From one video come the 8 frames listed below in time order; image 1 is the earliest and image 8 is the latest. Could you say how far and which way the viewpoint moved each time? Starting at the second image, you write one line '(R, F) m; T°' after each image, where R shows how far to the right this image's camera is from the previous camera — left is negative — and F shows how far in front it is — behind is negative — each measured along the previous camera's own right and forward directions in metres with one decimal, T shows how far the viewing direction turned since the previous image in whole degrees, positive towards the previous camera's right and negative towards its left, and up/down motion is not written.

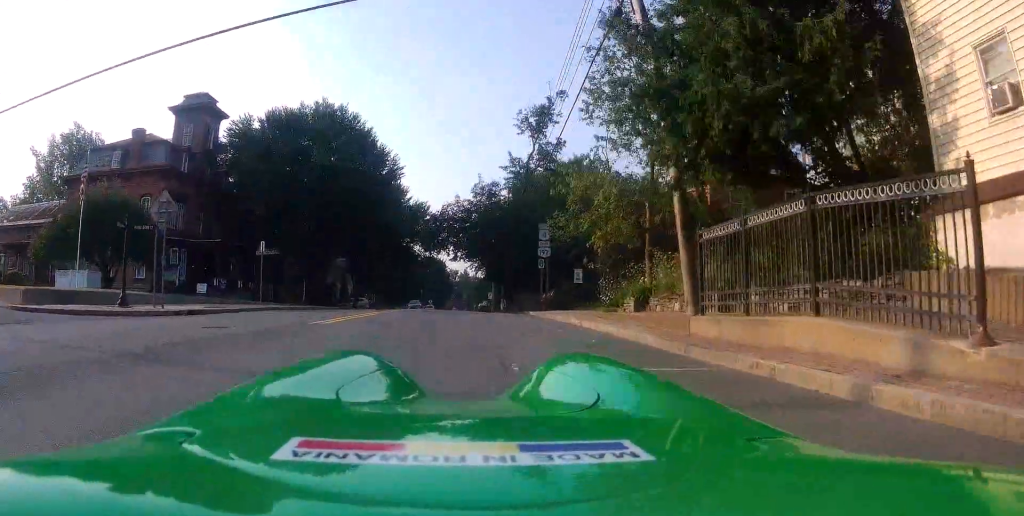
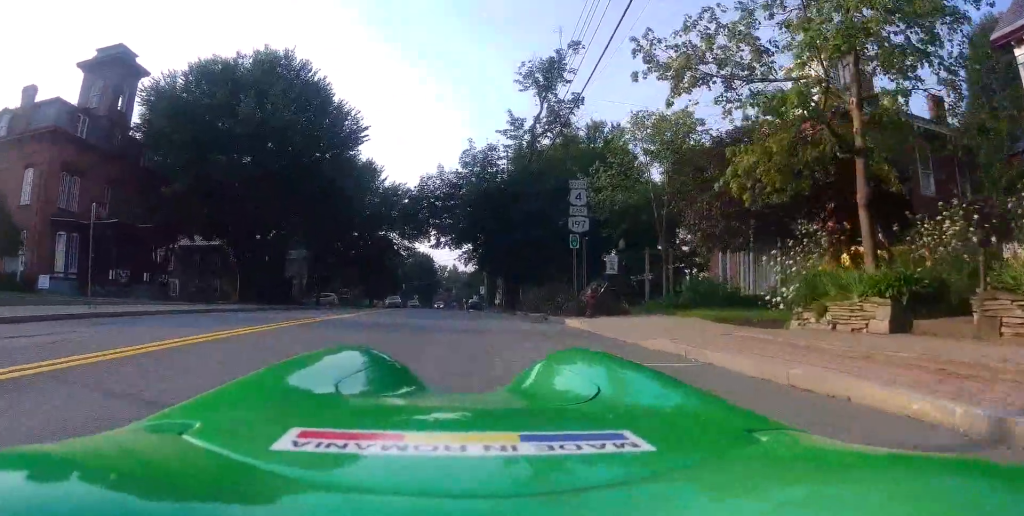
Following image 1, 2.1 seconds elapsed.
(+0.3, +13.4) m; 0°
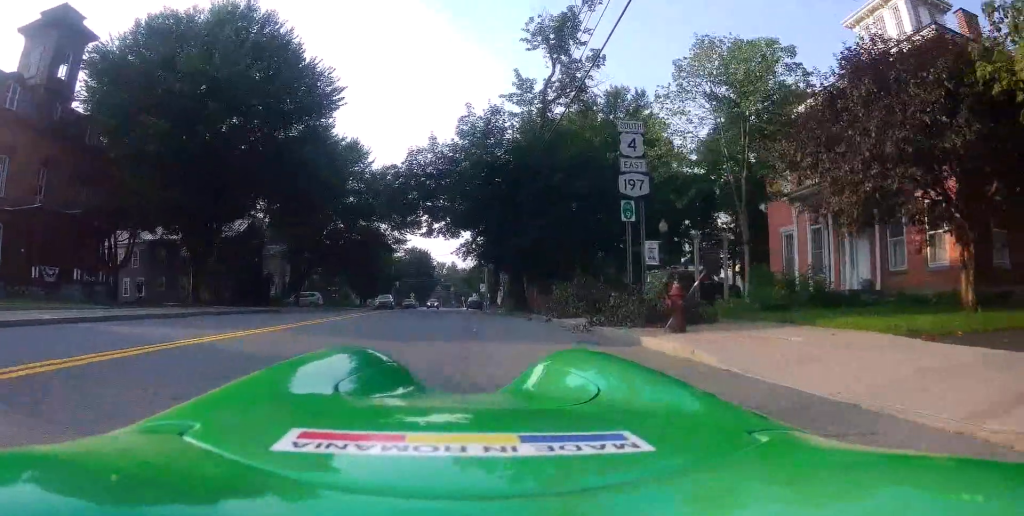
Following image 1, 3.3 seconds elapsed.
(0.0, +7.1) m; 0°
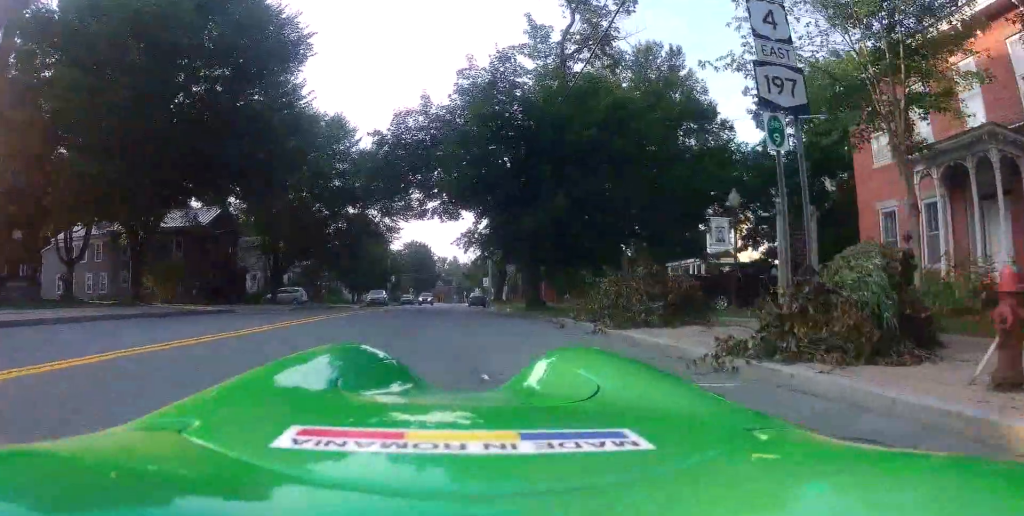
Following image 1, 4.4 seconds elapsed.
(0.0, +6.8) m; -1°
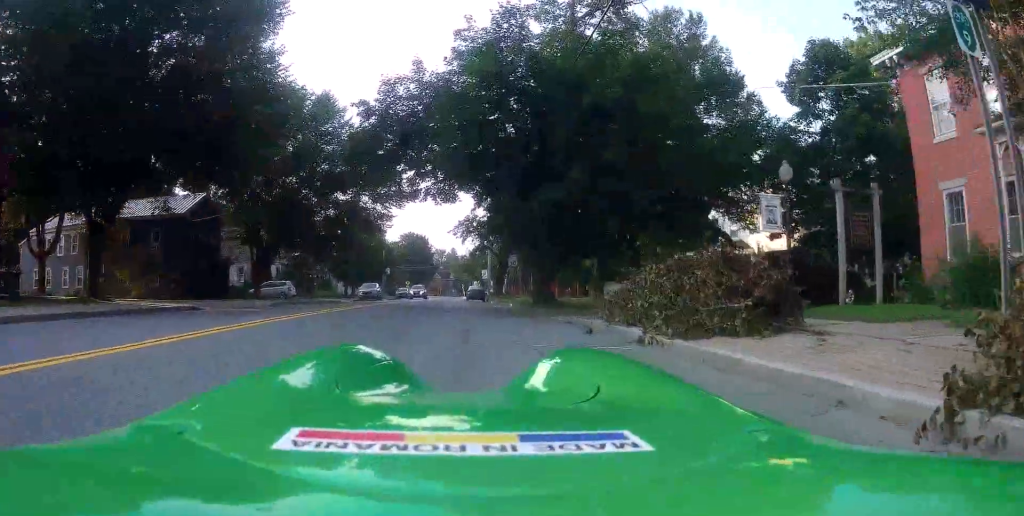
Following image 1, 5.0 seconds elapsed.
(+0.1, +3.6) m; -2°
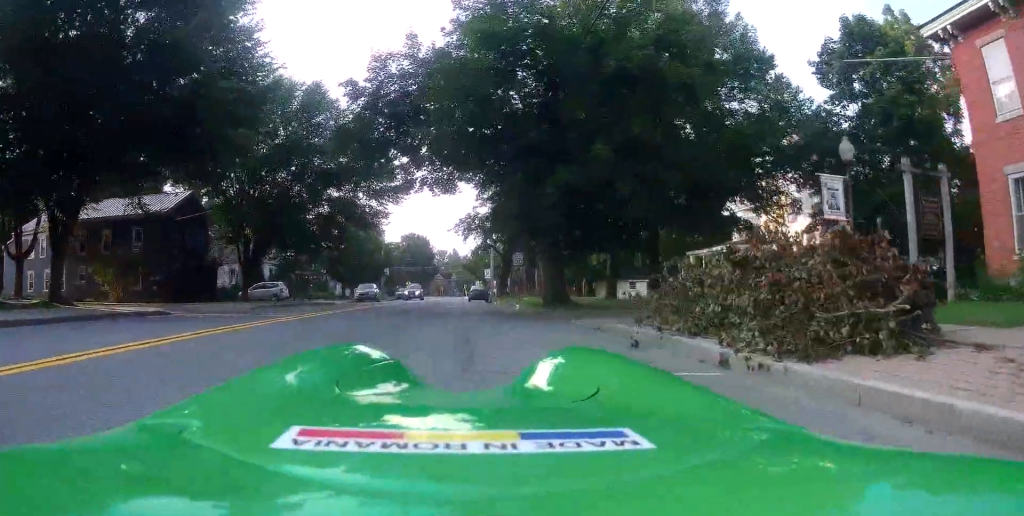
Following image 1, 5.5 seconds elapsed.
(-0.1, +2.4) m; +3°
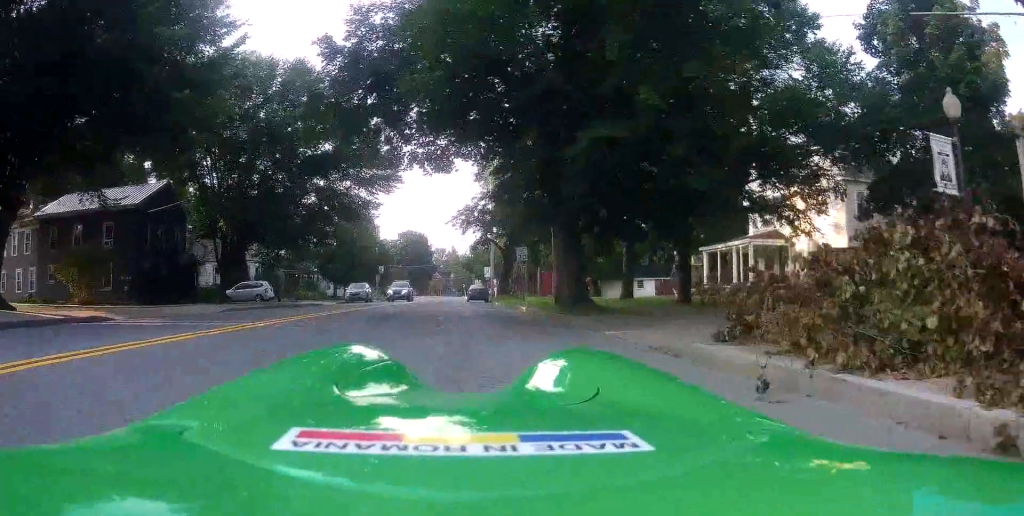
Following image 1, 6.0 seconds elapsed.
(-0.3, +2.9) m; +5°
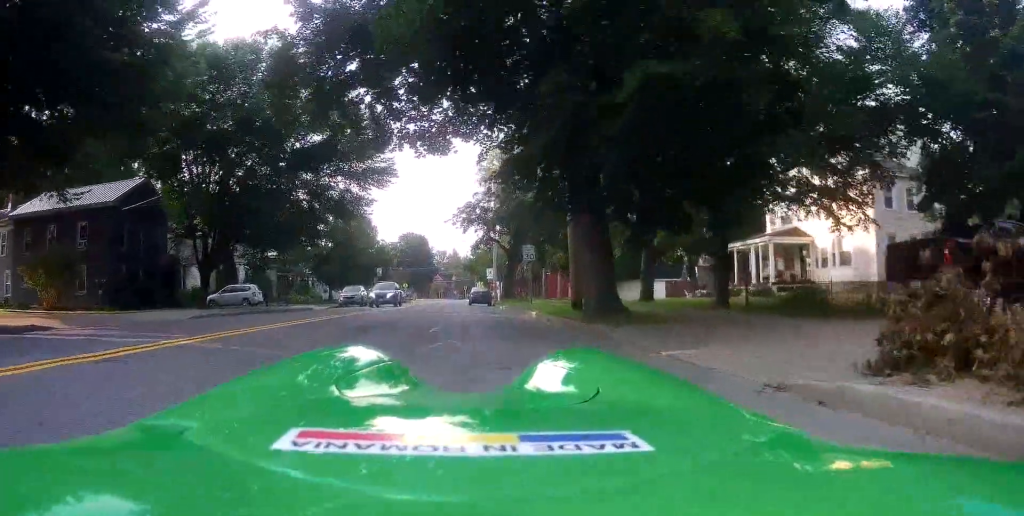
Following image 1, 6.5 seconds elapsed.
(+0.4, +3.3) m; +2°
